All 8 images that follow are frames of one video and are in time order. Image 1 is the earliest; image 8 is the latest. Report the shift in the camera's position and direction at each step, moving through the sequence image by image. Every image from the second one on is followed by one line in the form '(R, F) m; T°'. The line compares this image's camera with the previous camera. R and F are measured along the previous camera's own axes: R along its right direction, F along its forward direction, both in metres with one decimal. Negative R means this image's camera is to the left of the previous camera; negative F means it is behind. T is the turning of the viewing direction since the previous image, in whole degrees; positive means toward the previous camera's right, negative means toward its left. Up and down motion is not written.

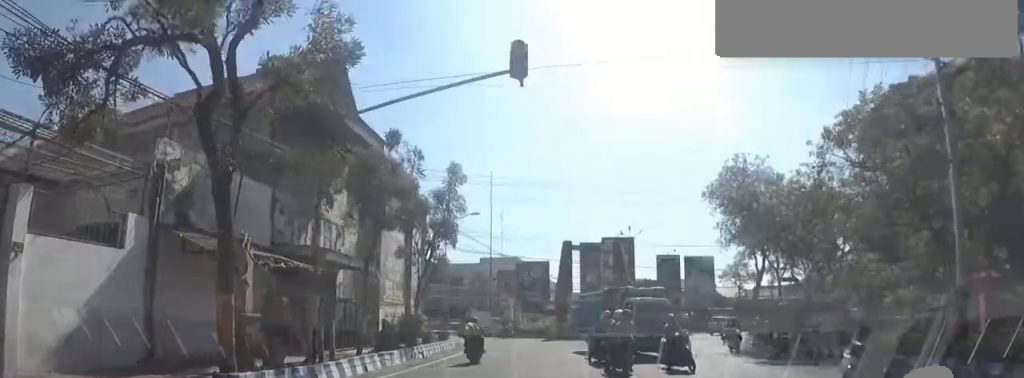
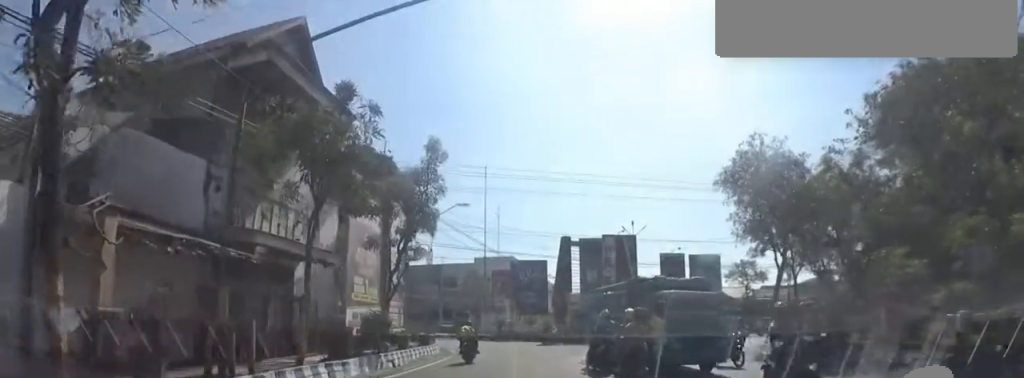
(0.0, +2.9) m; -2°
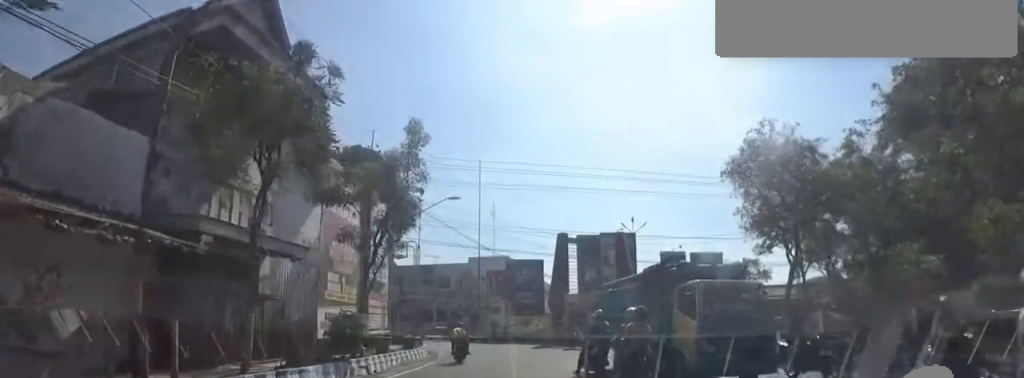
(0.0, +1.8) m; -2°
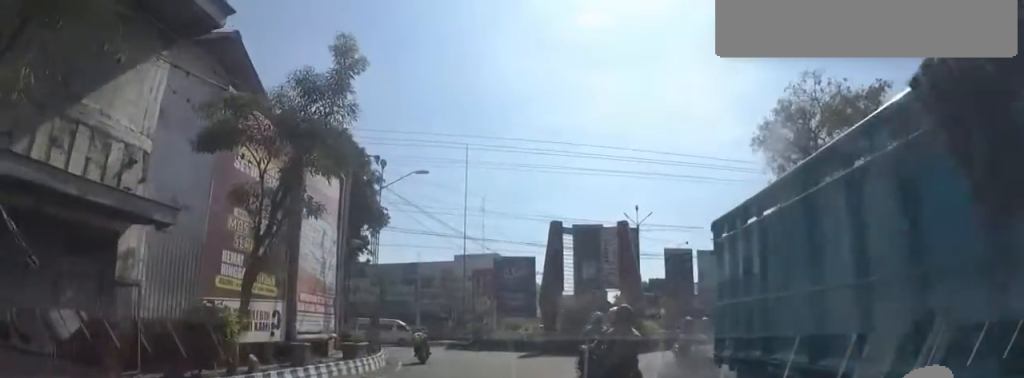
(-0.2, +5.0) m; +2°
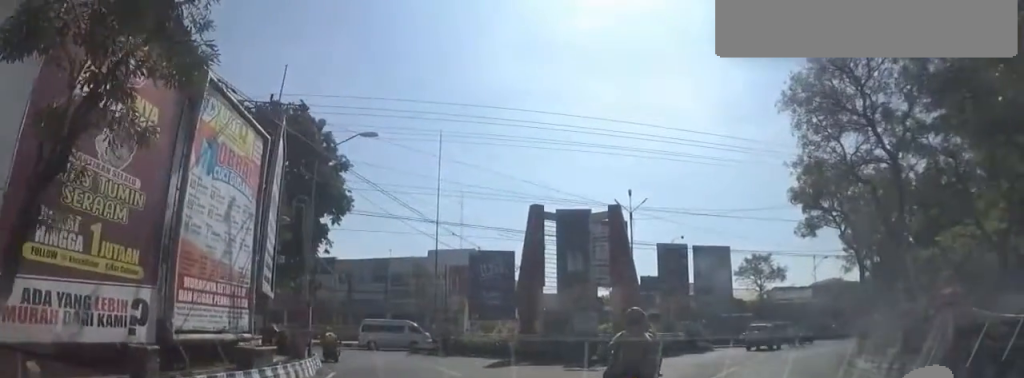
(+0.4, +4.1) m; +10°
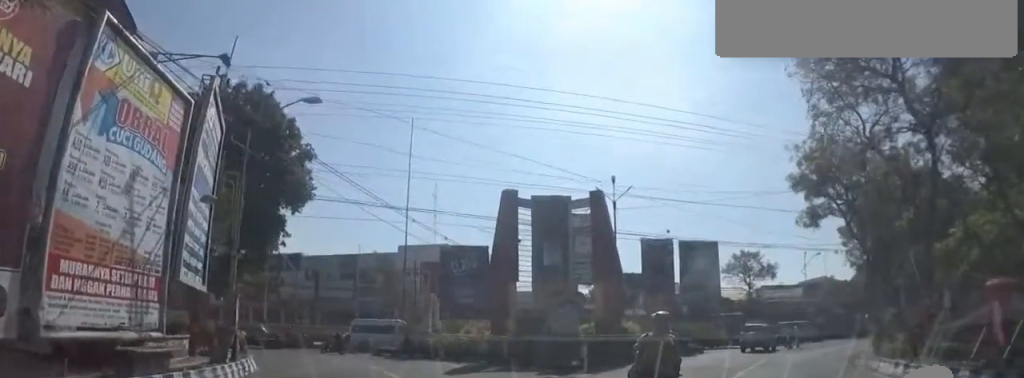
(+0.2, +2.5) m; +6°
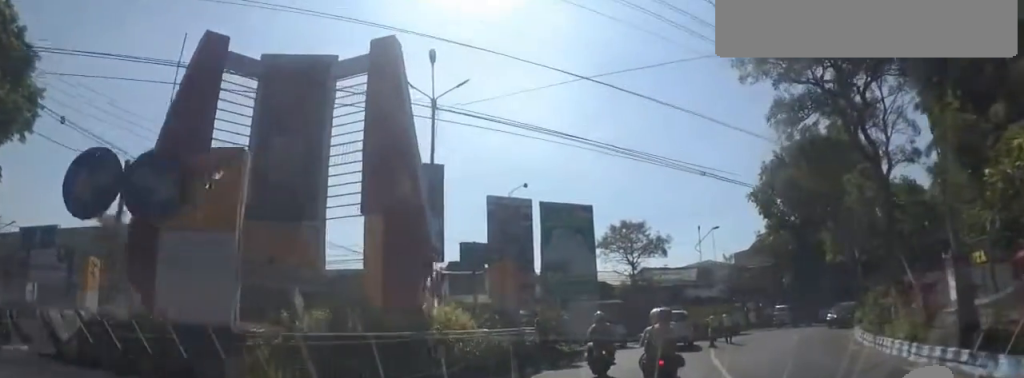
(+2.2, +10.1) m; +21°
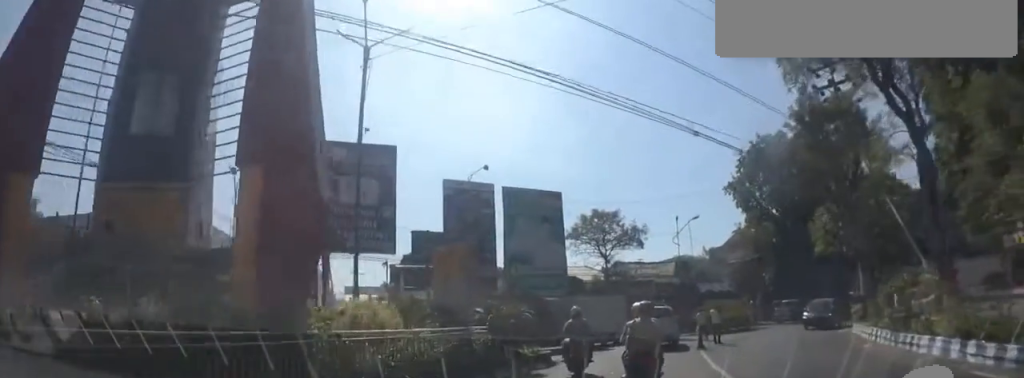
(+0.1, +2.8) m; +2°
